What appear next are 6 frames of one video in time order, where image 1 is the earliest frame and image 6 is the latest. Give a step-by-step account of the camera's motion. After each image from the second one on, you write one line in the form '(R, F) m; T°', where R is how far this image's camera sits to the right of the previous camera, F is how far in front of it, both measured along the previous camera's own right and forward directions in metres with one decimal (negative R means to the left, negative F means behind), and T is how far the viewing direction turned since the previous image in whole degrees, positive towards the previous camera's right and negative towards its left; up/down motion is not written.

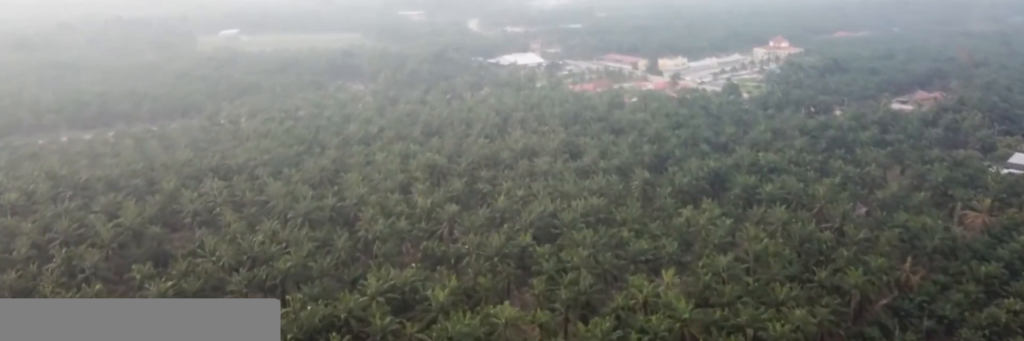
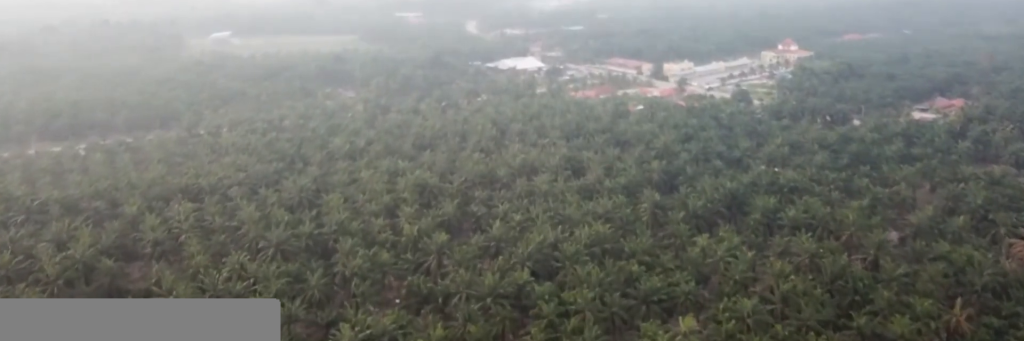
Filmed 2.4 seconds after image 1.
(-0.1, +23.9) m; -1°
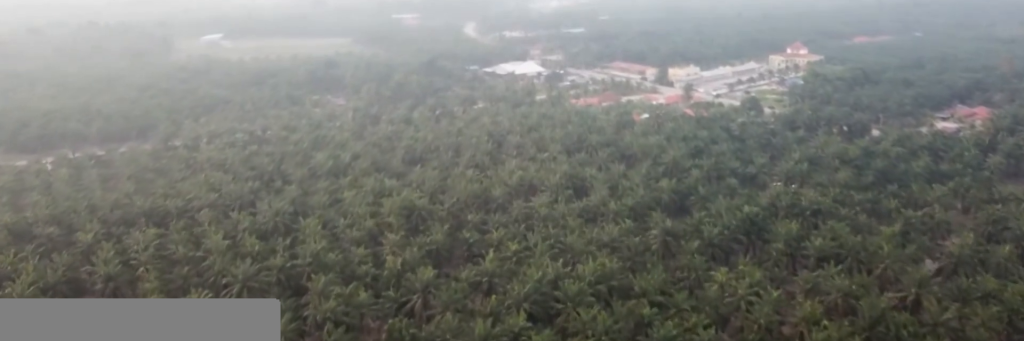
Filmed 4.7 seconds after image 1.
(+0.5, +23.3) m; +3°
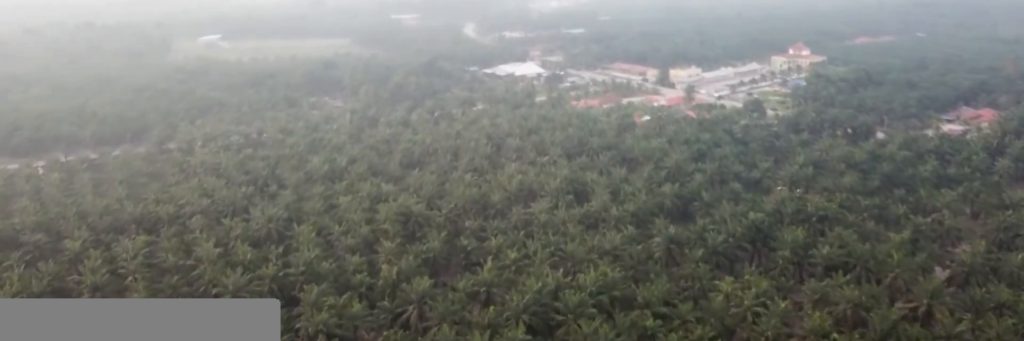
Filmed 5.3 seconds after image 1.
(-0.2, +5.4) m; -1°
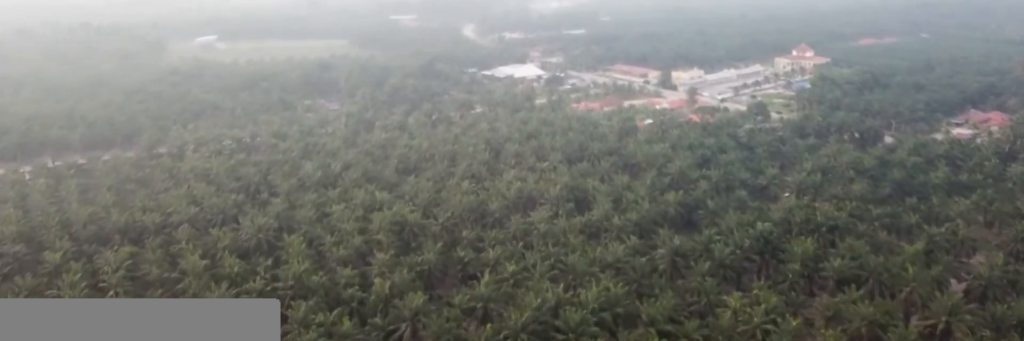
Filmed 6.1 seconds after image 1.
(-0.1, +8.7) m; -1°
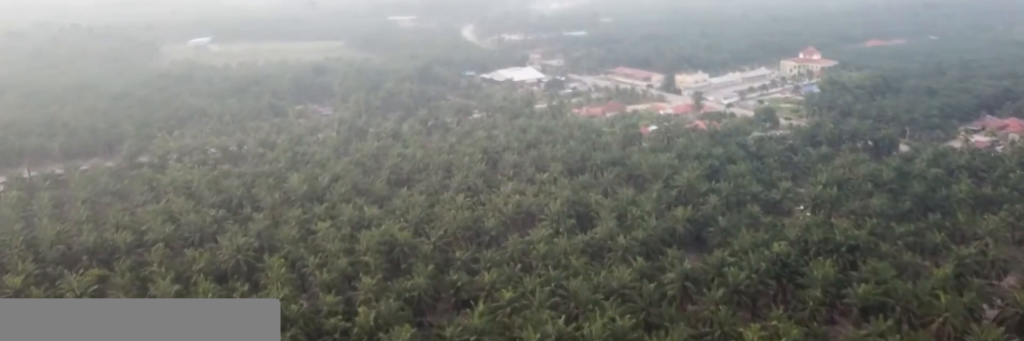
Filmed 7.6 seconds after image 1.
(0.0, +15.0) m; 0°
